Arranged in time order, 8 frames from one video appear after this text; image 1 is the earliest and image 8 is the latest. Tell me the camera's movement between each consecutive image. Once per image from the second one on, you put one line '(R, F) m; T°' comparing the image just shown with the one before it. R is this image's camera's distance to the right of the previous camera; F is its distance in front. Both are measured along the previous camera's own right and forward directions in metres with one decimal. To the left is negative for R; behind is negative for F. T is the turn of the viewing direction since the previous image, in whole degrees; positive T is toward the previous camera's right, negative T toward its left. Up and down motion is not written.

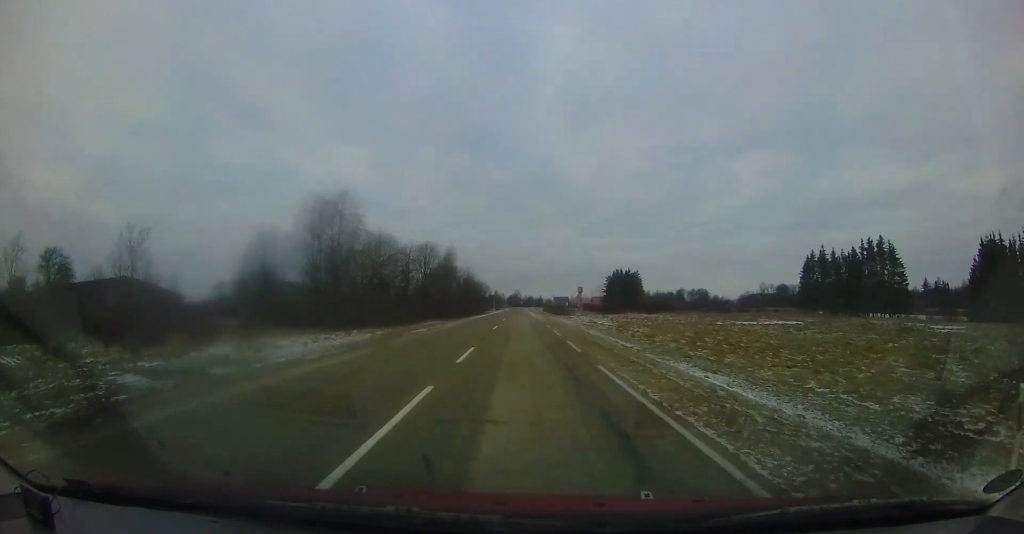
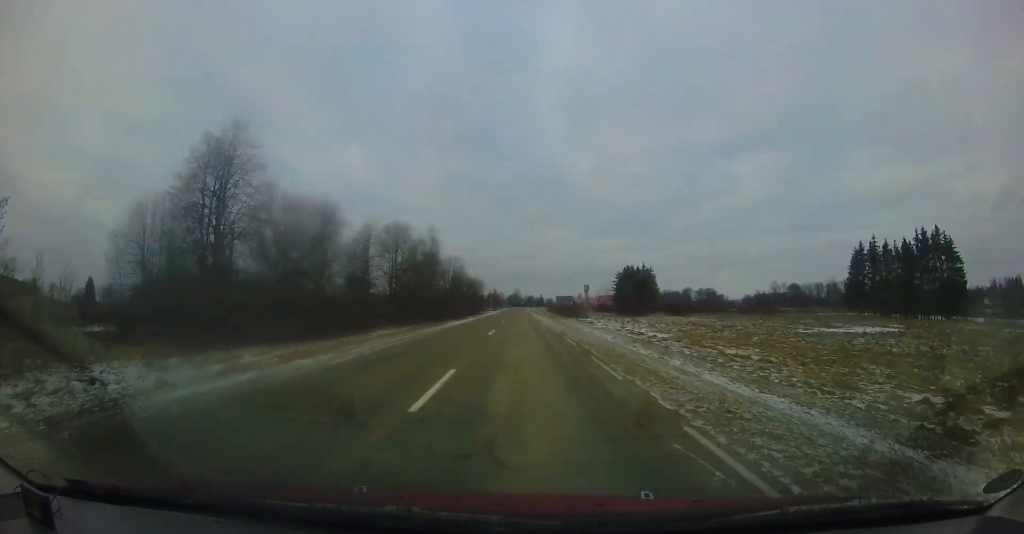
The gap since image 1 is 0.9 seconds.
(-0.8, +15.8) m; -1°
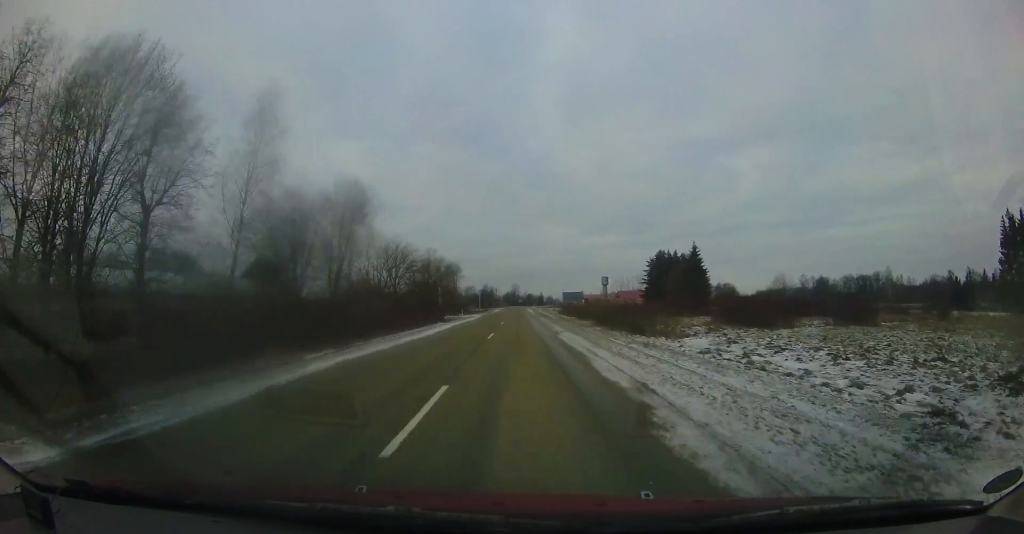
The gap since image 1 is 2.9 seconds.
(+1.3, +37.3) m; +2°
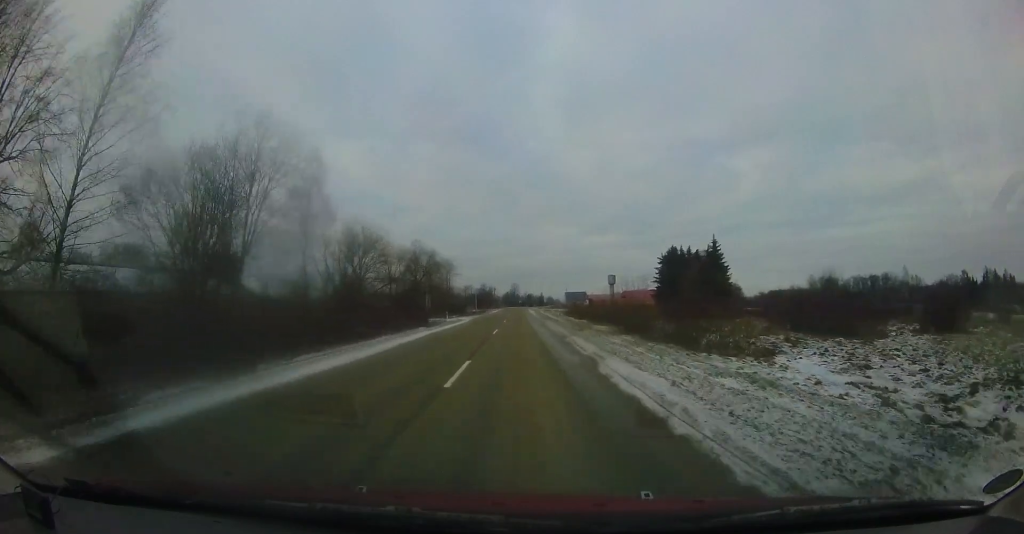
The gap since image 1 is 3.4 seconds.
(-0.1, +9.0) m; -1°
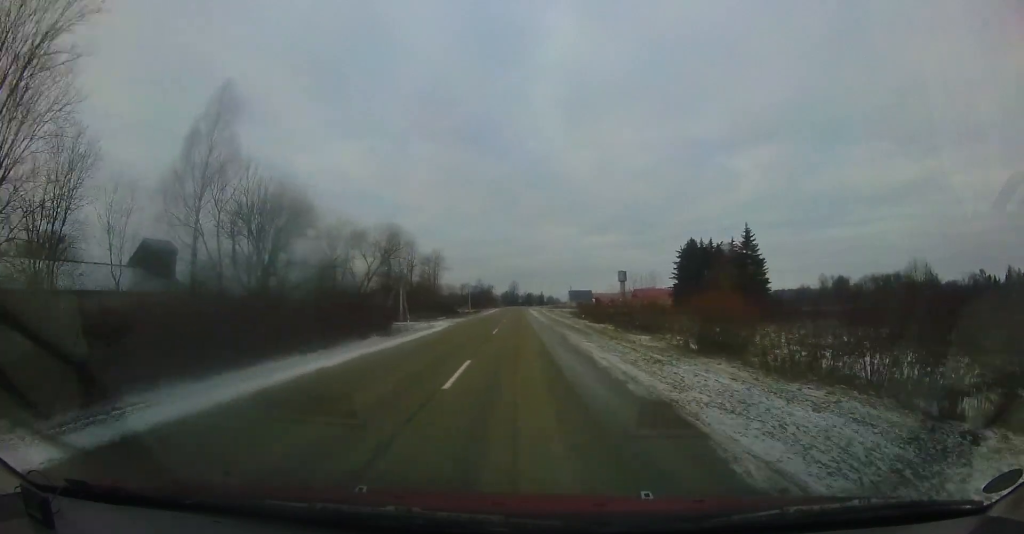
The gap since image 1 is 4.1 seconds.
(-0.3, +11.9) m; -1°
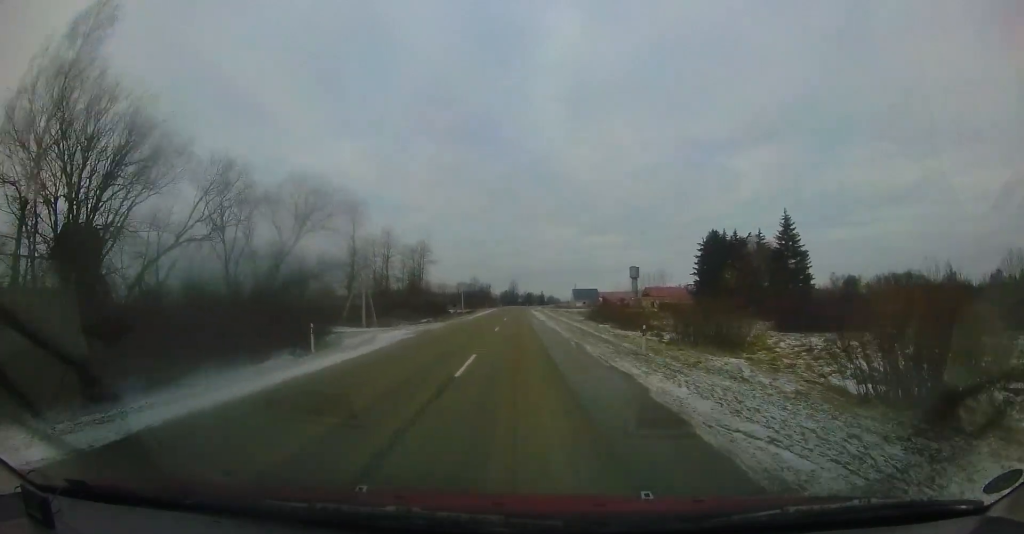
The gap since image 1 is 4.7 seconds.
(+0.1, +10.7) m; +1°
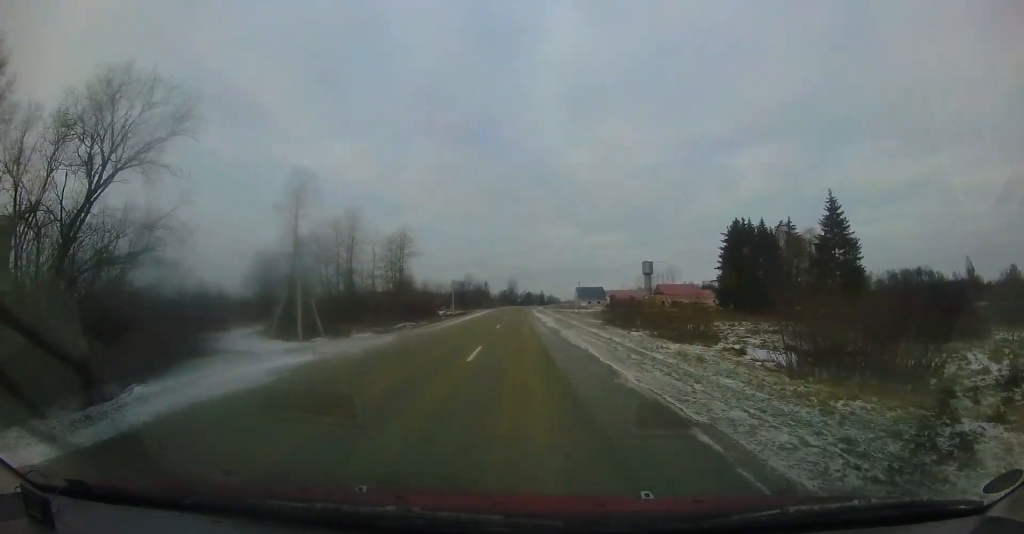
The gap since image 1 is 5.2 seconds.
(0.0, +10.1) m; +1°
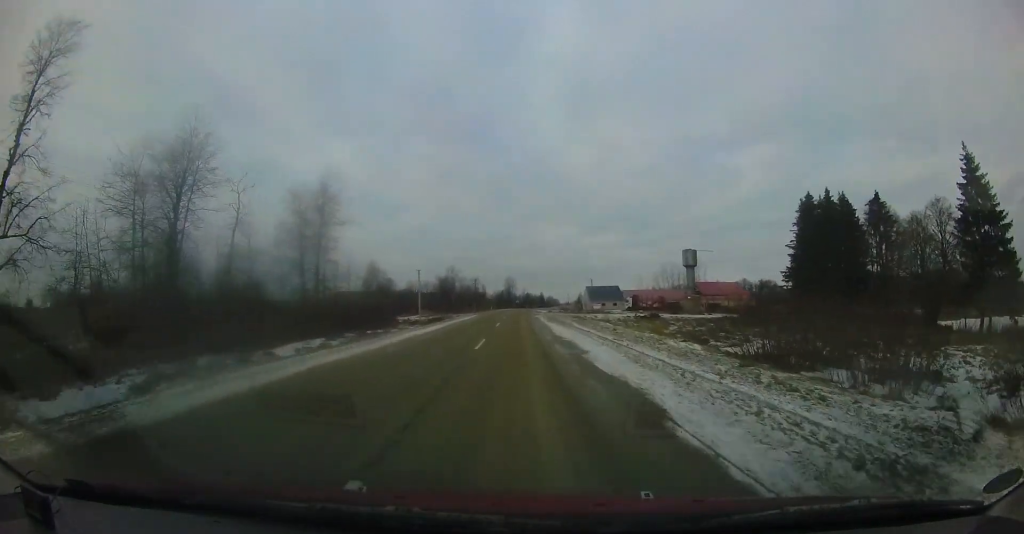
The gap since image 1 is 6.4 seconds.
(+0.7, +21.4) m; +2°
